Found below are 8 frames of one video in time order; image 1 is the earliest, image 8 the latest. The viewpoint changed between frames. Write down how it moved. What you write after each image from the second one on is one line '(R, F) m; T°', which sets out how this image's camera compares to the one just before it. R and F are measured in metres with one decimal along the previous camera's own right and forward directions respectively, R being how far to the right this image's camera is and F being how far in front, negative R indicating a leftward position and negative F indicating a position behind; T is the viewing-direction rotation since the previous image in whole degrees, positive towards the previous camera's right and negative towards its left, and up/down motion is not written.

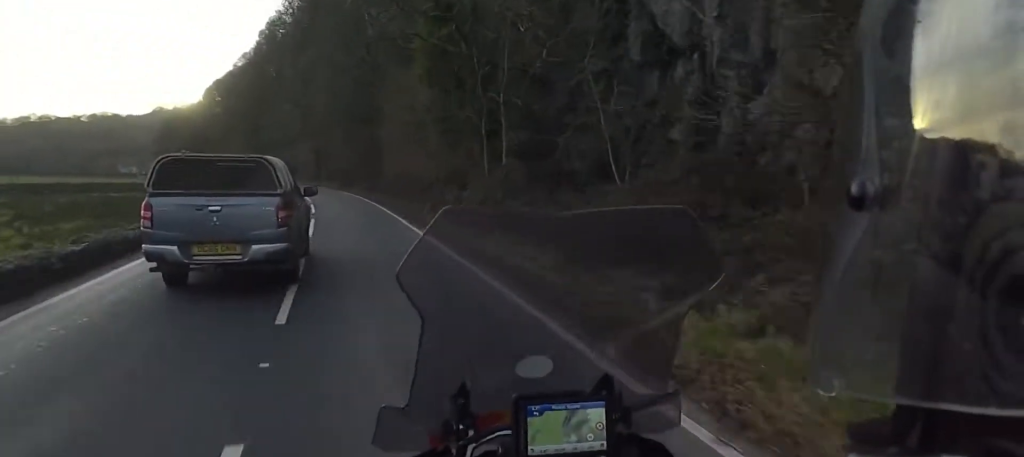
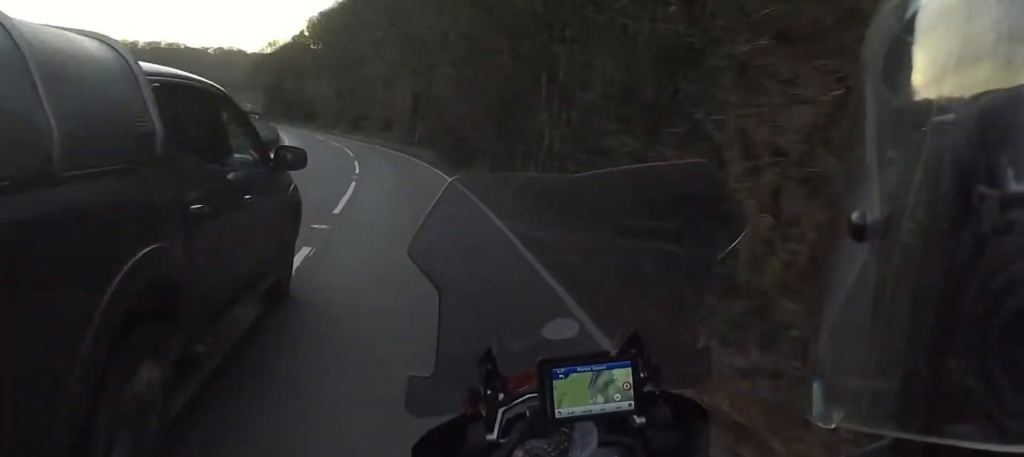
(-2.2, +23.4) m; -8°
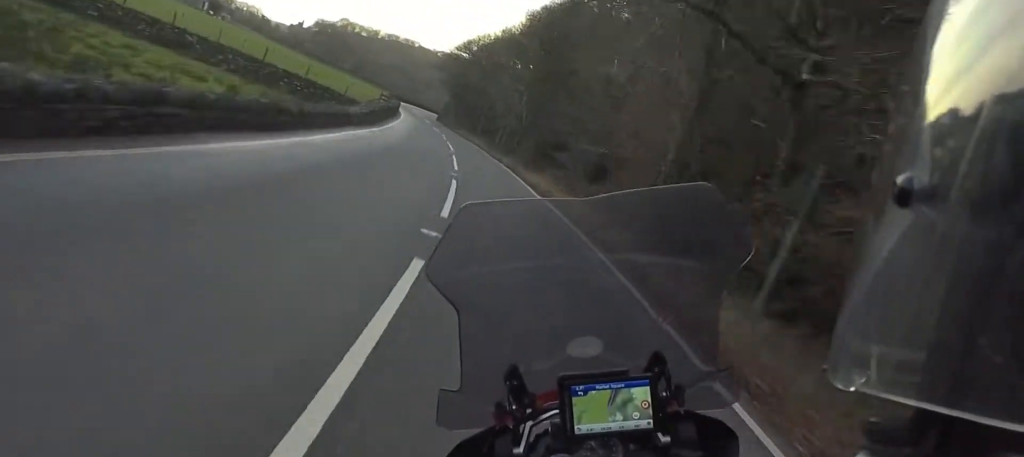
(-0.9, +28.2) m; -6°
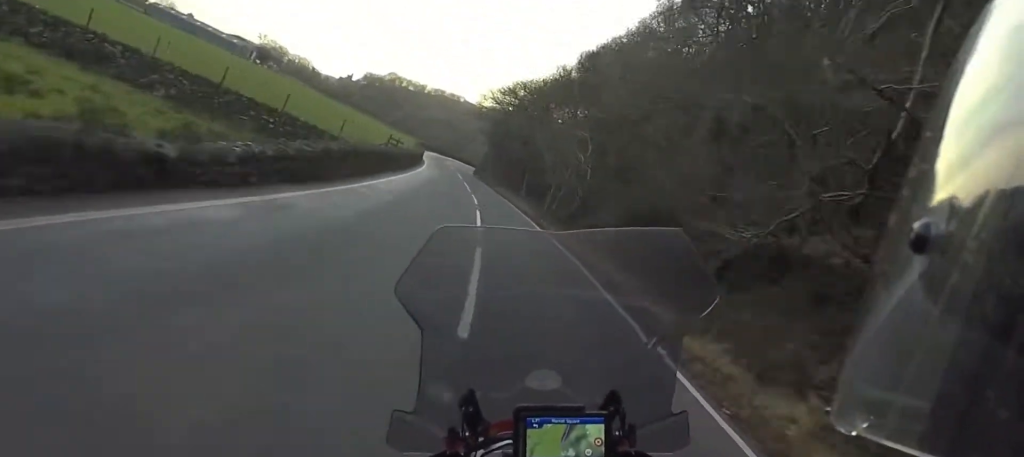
(-0.3, +12.1) m; -4°
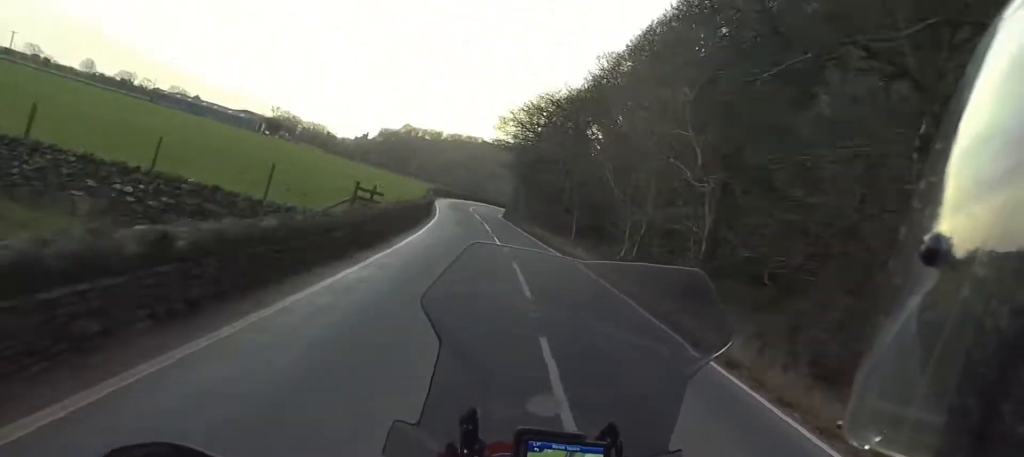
(-0.6, +12.2) m; -3°
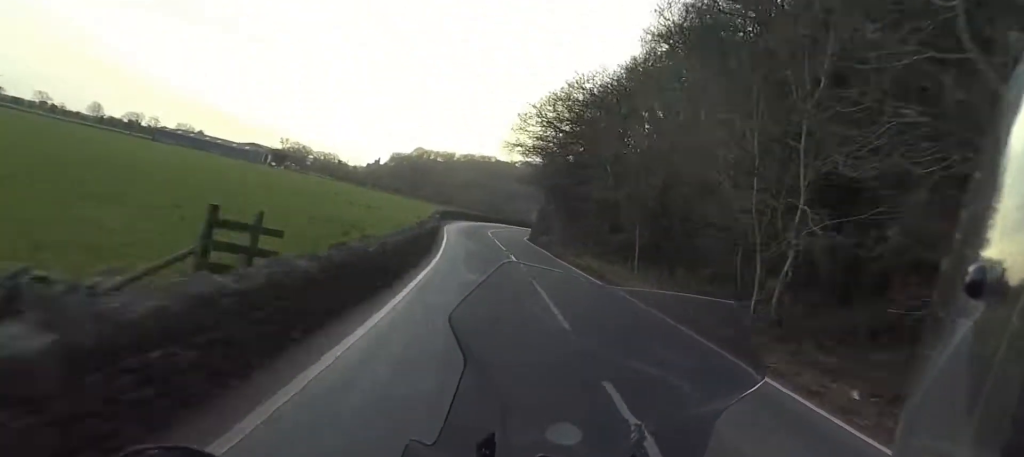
(-0.3, +9.7) m; -2°
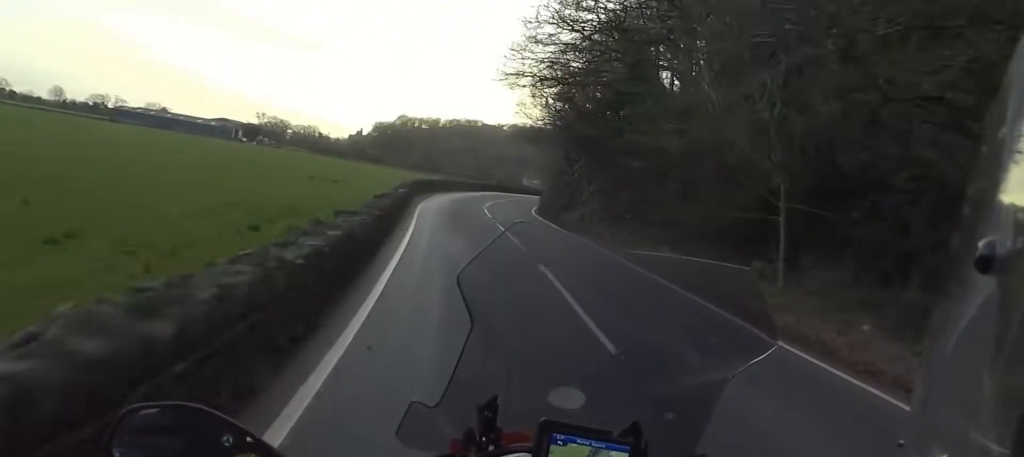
(-0.2, +12.5) m; +1°
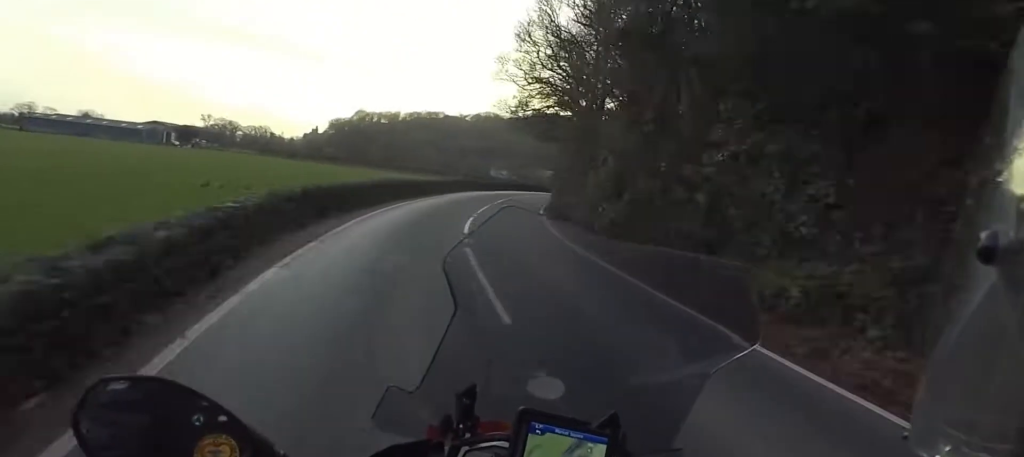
(0.0, +18.1) m; +3°
